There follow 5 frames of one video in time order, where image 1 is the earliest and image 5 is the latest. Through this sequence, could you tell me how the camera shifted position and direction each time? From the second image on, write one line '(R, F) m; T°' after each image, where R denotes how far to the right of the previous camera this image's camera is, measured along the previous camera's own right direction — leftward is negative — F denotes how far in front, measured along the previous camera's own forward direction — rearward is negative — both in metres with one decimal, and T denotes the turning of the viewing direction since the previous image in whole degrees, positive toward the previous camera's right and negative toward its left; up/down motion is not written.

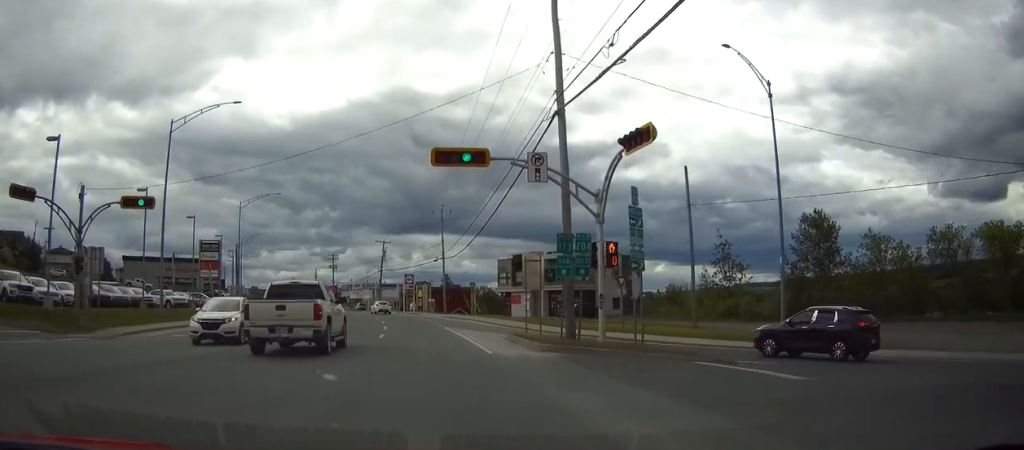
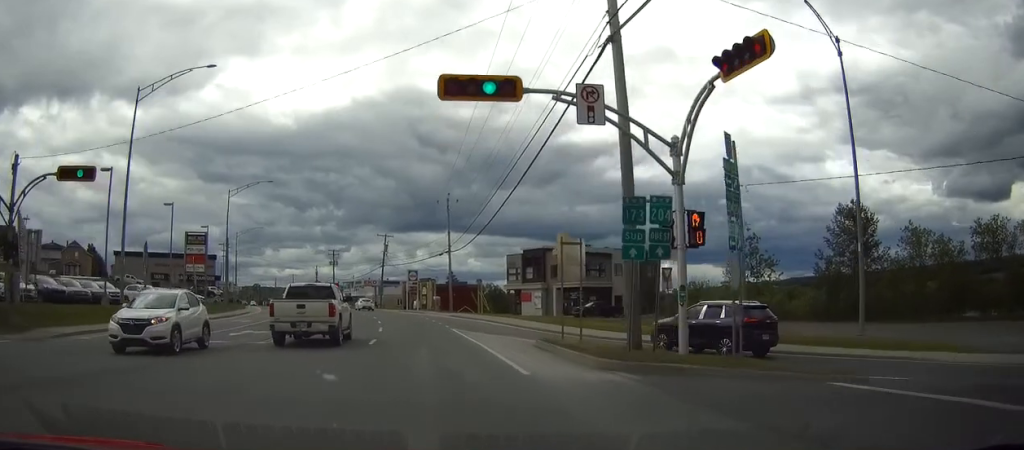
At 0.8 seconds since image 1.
(0.0, +7.3) m; -1°
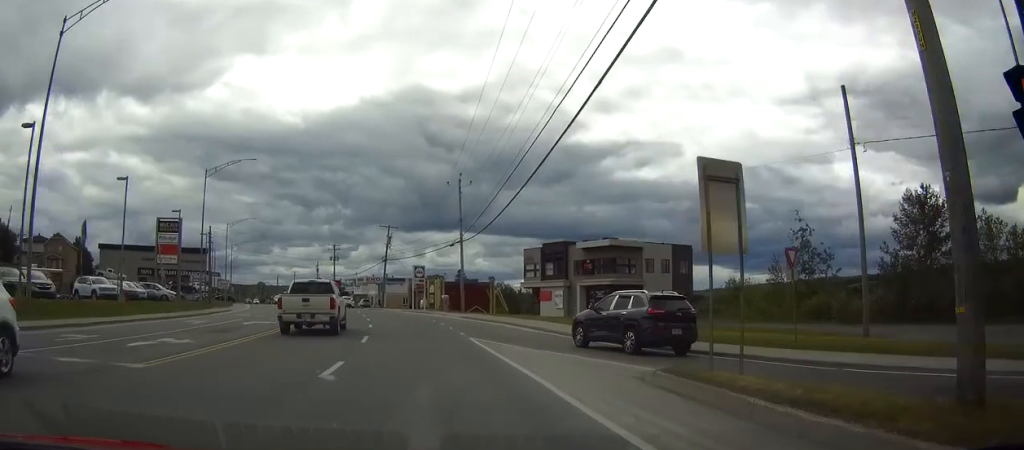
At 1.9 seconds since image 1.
(-0.1, +10.4) m; -1°
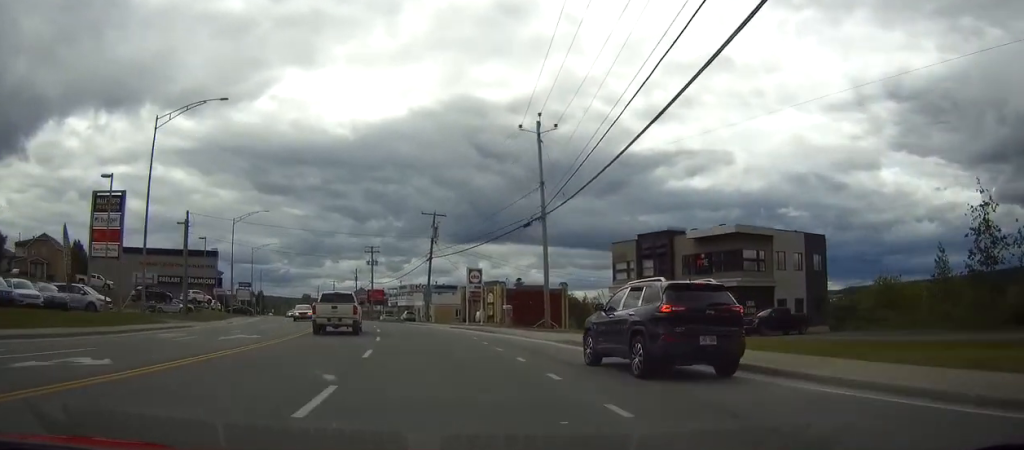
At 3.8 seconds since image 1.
(-0.7, +23.5) m; -4°
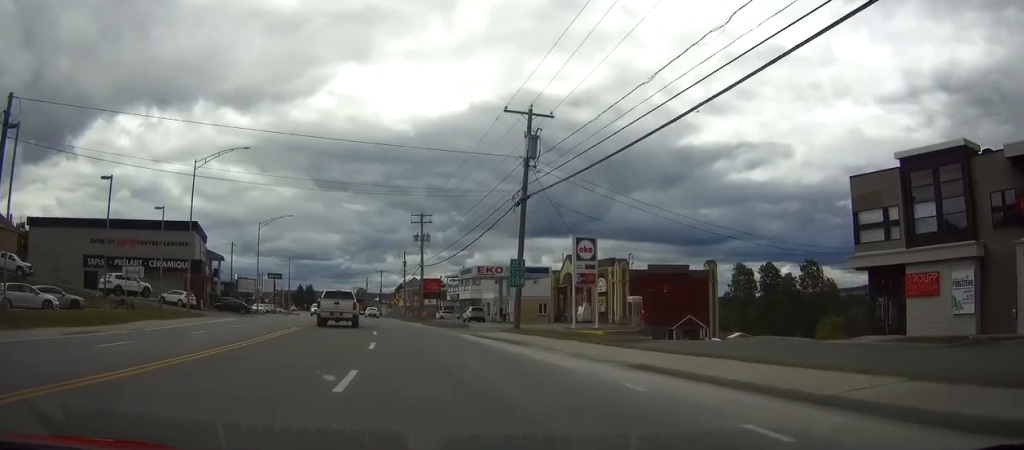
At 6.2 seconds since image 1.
(-1.9, +34.6) m; -6°
